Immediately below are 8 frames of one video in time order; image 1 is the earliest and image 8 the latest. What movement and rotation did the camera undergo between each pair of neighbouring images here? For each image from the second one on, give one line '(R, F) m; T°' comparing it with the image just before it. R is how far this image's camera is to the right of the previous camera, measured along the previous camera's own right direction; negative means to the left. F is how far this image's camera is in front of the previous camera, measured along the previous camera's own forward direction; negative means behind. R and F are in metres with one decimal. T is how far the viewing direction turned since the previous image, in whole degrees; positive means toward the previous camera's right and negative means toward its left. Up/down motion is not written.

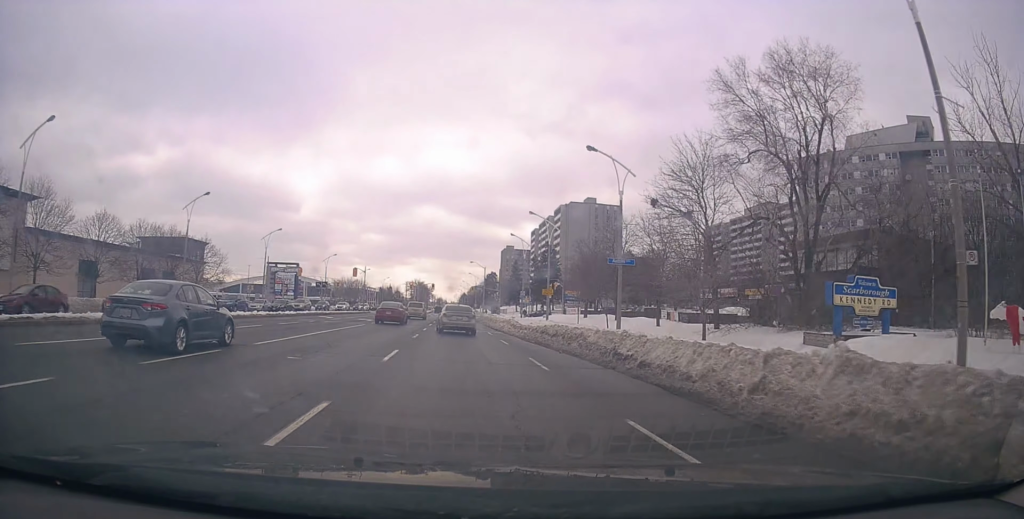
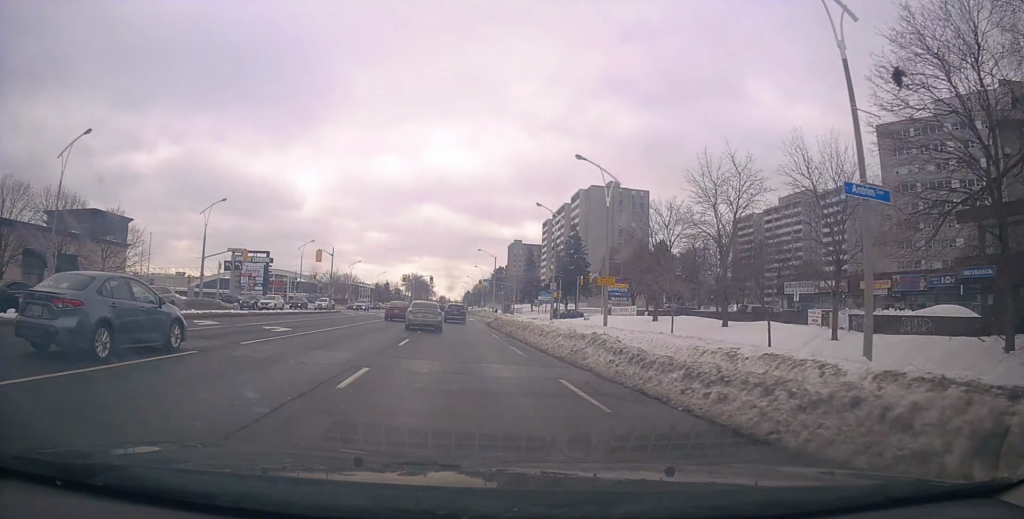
(+0.3, +22.3) m; 0°
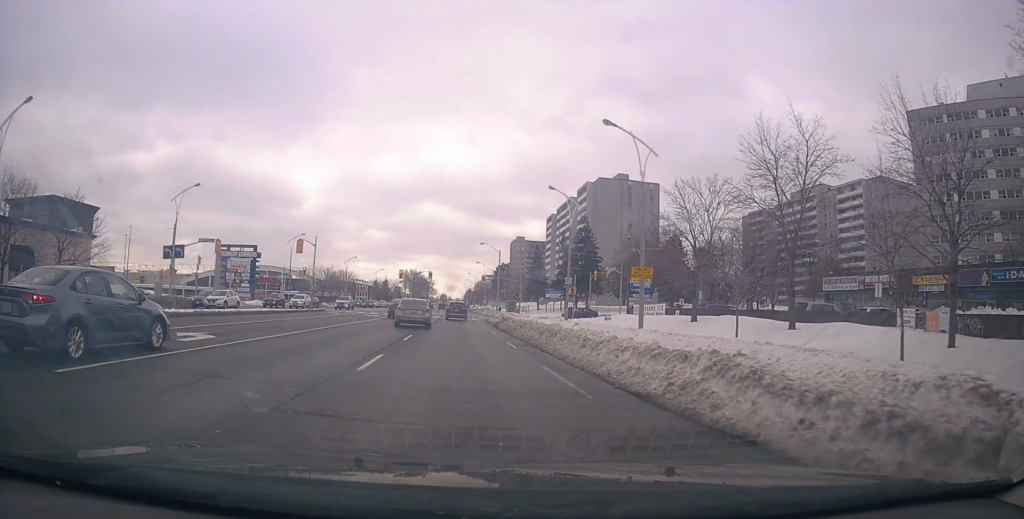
(0.0, +7.7) m; -1°
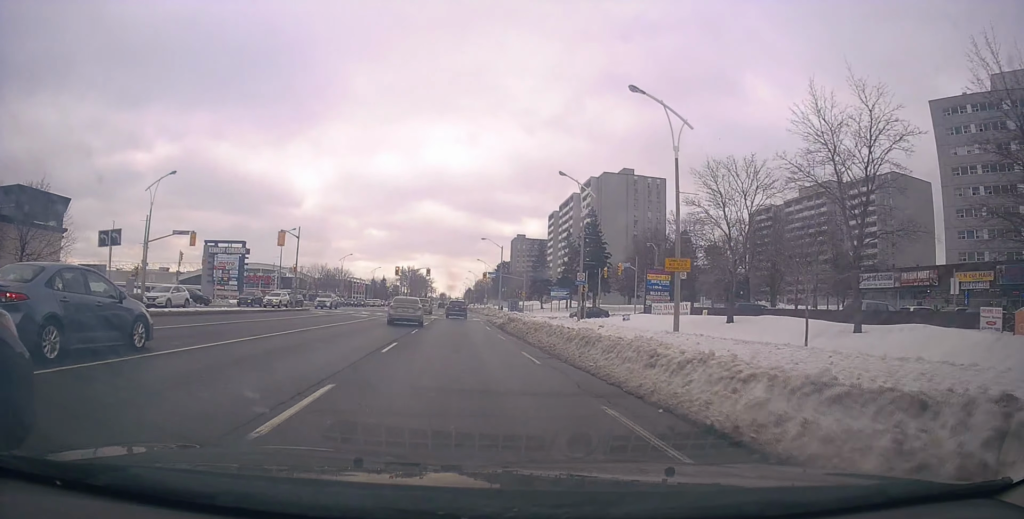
(-0.2, +5.1) m; 0°
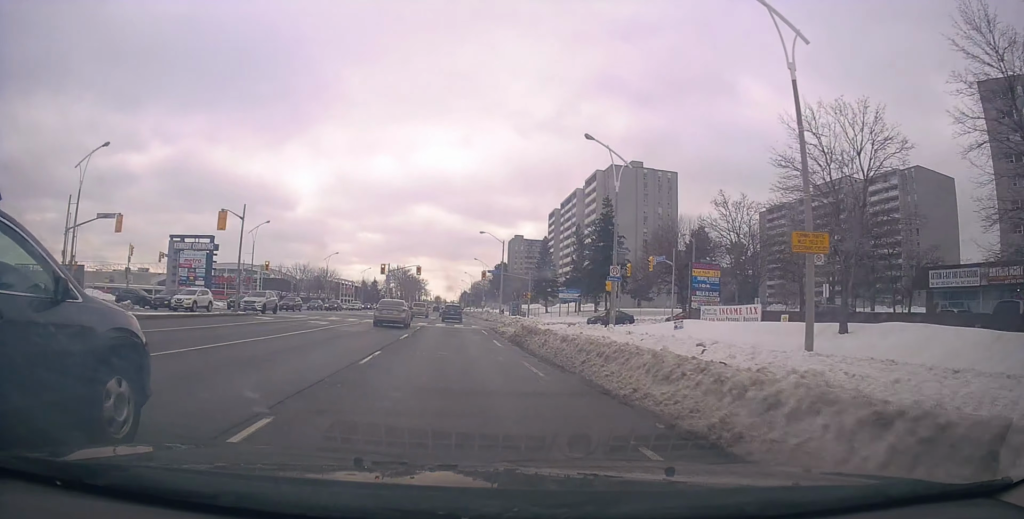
(+0.1, +11.3) m; +1°
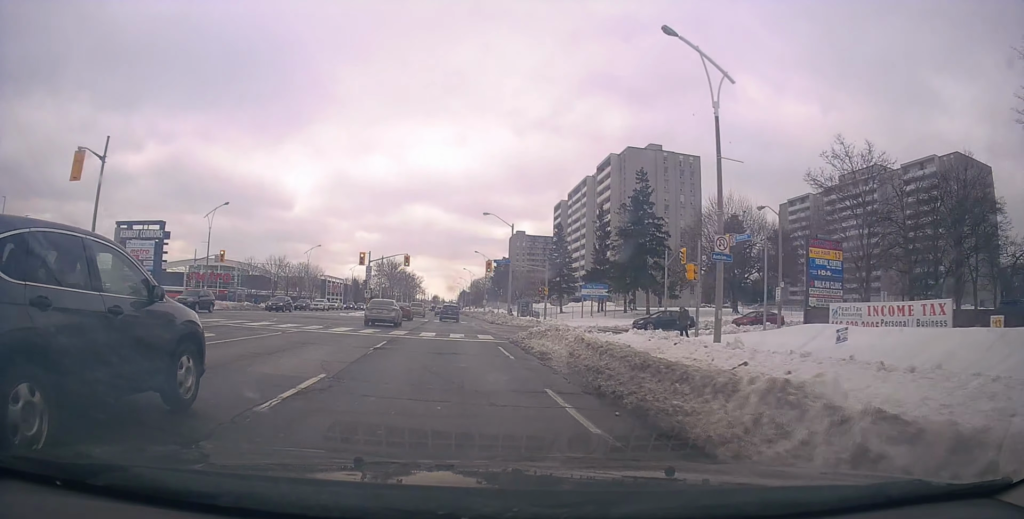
(+0.2, +14.1) m; +1°
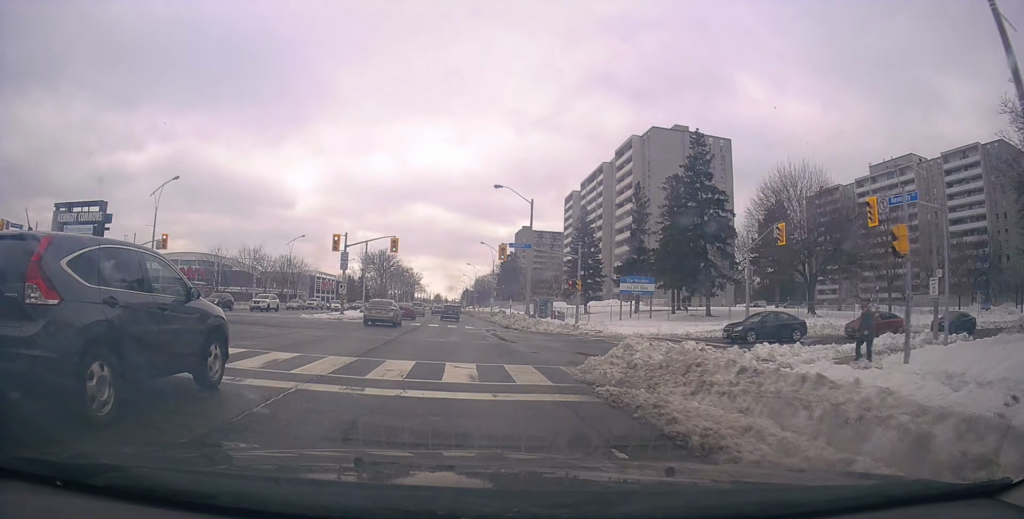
(+0.2, +13.7) m; -1°
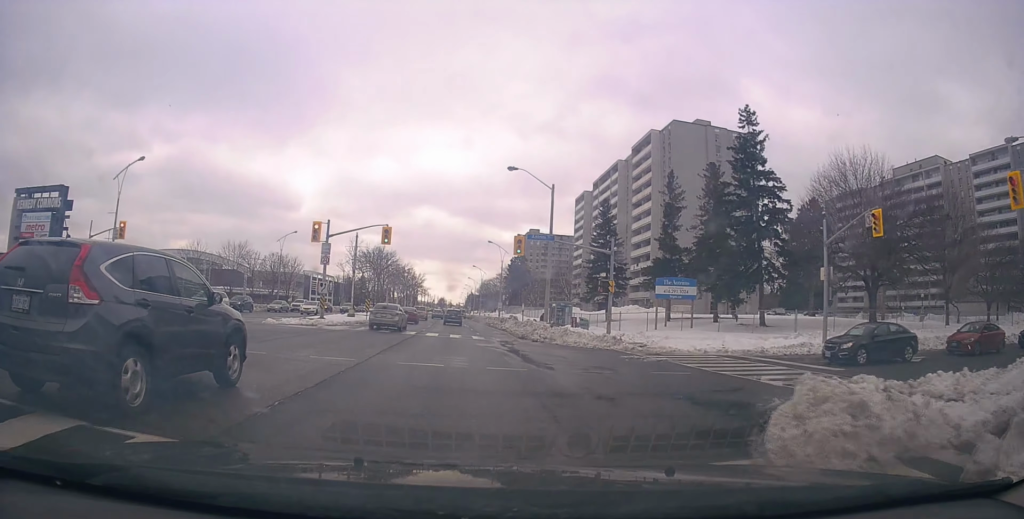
(-0.1, +7.5) m; 0°
